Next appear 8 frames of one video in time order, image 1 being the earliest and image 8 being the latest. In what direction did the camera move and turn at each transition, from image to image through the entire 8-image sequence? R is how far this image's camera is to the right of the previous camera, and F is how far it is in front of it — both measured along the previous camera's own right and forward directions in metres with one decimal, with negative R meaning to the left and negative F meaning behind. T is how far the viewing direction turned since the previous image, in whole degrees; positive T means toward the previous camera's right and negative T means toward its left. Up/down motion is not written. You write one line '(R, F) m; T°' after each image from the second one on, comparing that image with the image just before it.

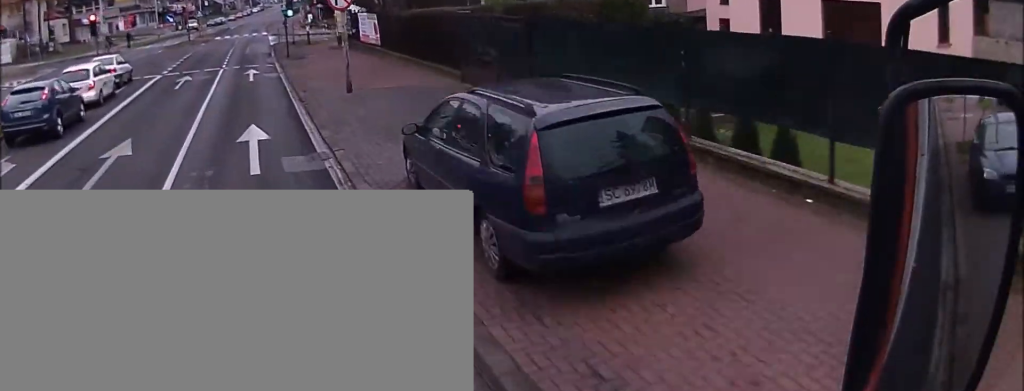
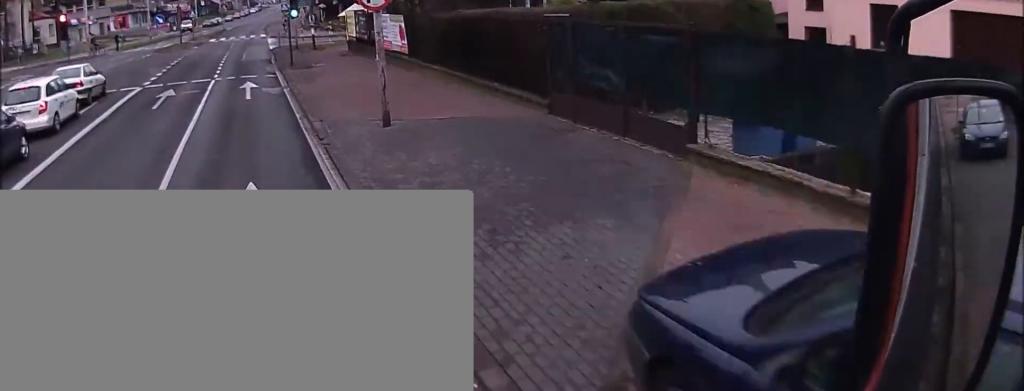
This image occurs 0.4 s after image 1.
(0.0, +5.4) m; 0°
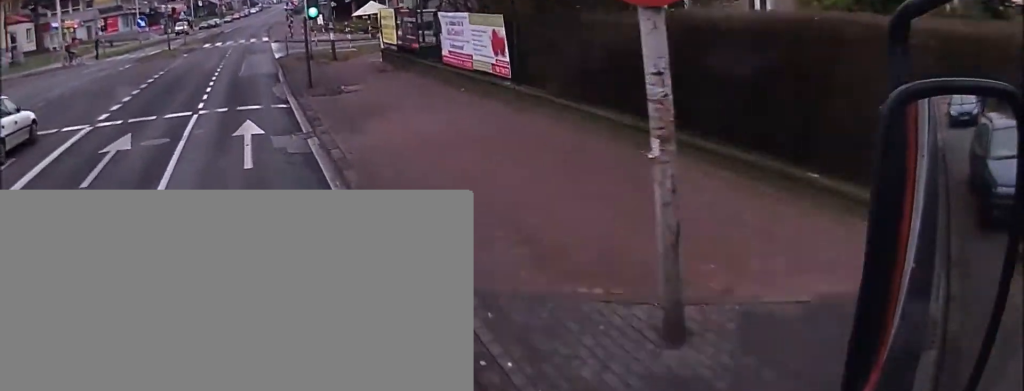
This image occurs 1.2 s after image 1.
(+0.1, +9.3) m; 0°
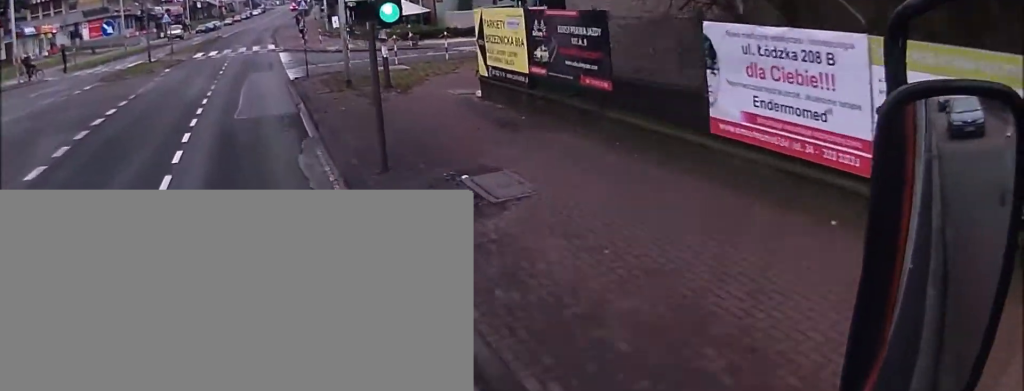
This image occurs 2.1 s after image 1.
(-0.1, +11.2) m; 0°
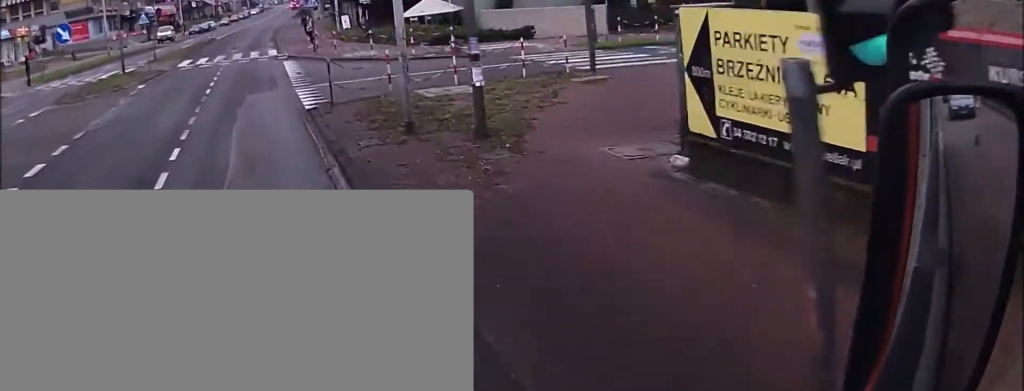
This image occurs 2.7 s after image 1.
(0.0, +7.8) m; +1°
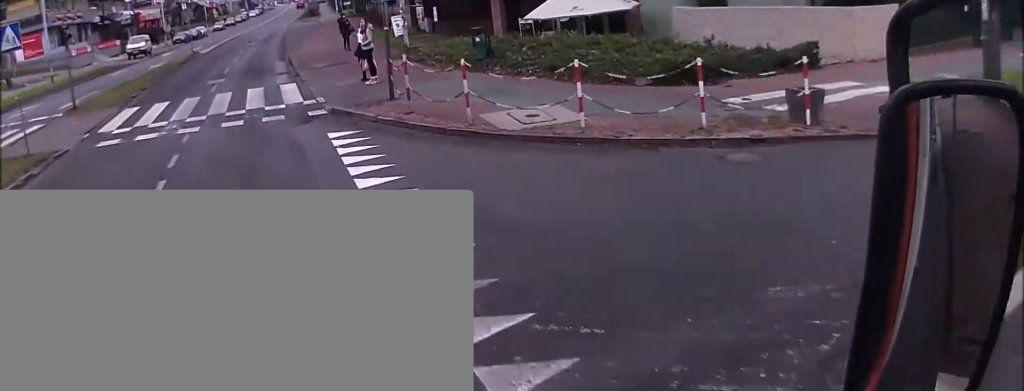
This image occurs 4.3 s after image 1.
(+0.5, +18.8) m; +1°
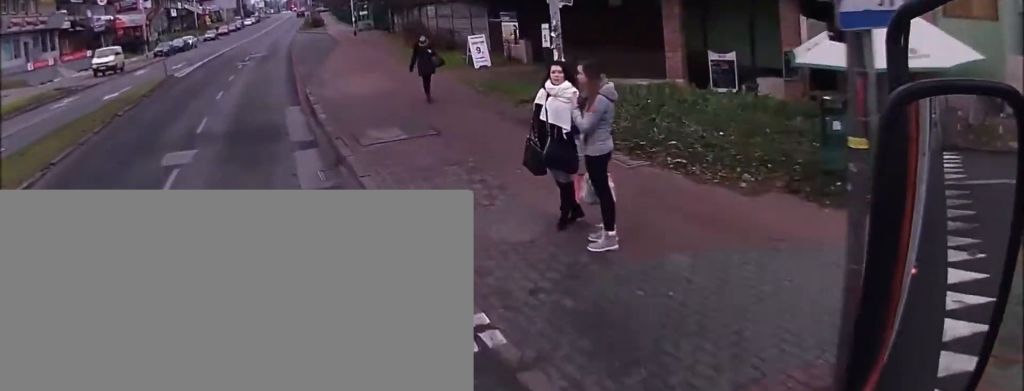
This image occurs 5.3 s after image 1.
(-0.4, +12.4) m; +1°
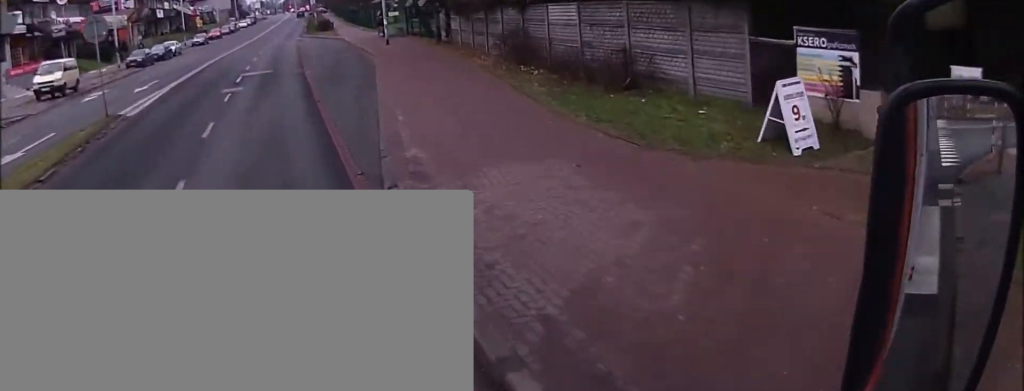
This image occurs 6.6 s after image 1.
(+0.8, +12.9) m; -3°
